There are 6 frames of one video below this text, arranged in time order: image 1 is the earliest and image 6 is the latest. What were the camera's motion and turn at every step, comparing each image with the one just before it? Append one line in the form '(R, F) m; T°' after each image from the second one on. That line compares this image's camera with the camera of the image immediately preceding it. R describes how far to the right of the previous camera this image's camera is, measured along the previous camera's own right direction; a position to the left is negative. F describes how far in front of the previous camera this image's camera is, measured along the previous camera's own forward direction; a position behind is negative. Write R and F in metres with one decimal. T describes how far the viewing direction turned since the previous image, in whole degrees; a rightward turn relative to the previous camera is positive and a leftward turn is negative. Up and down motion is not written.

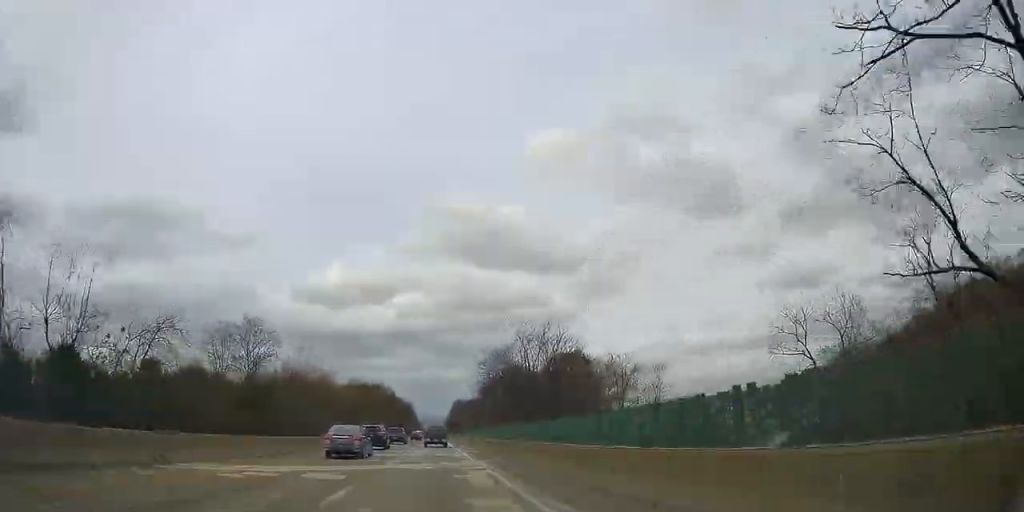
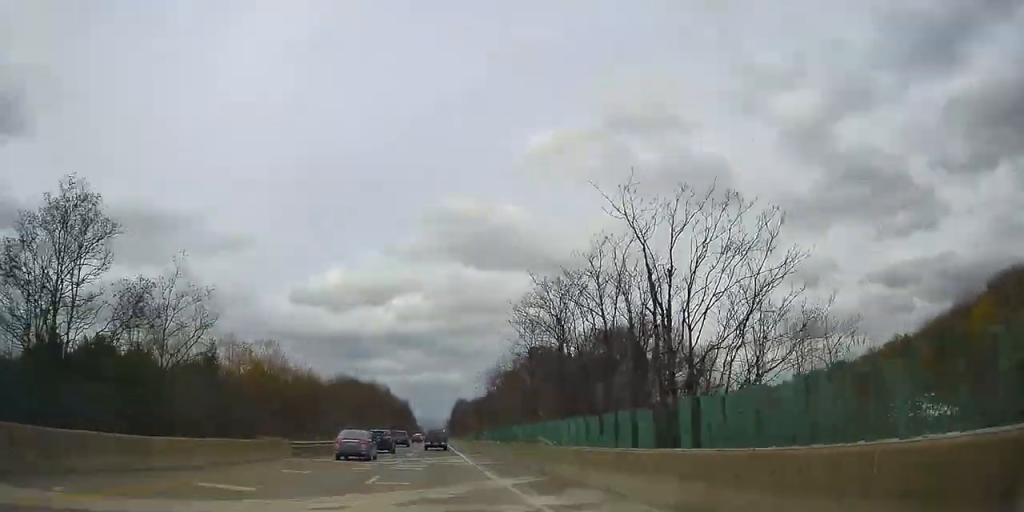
(-0.1, +31.5) m; 0°
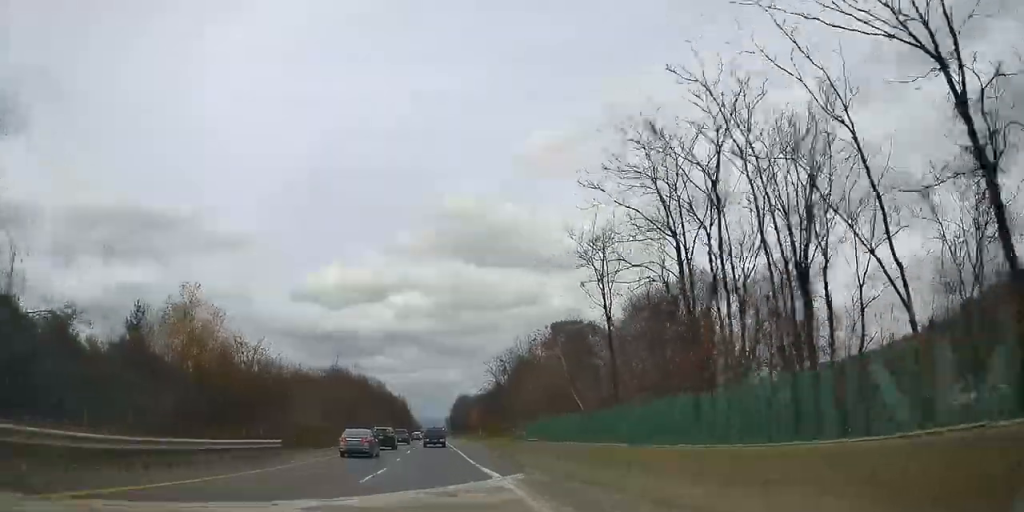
(0.0, +21.0) m; 0°
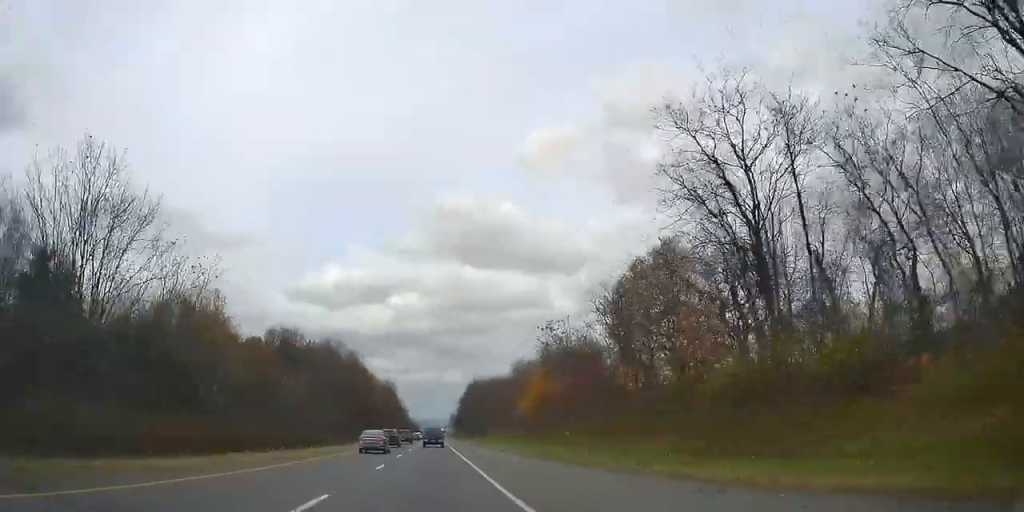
(+1.7, +93.7) m; +1°
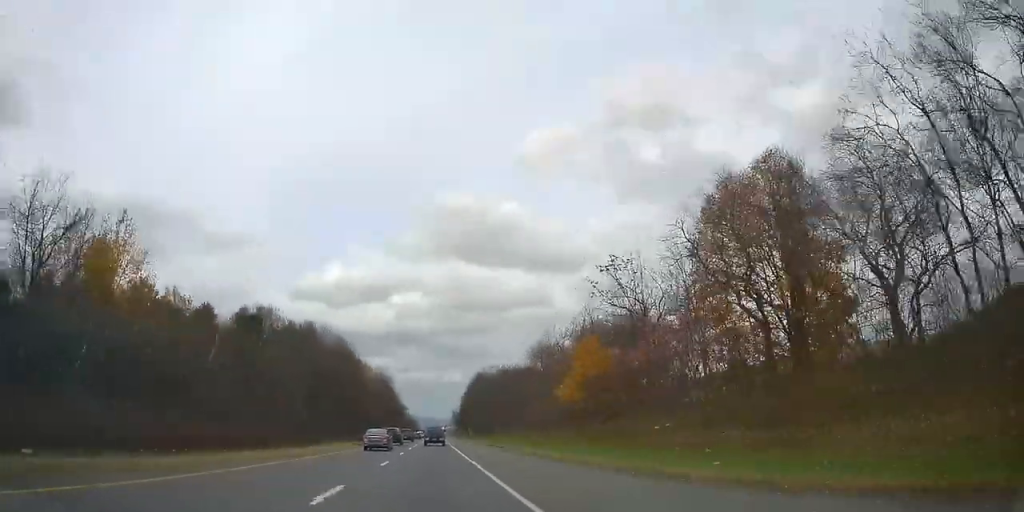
(-0.2, +22.8) m; 0°
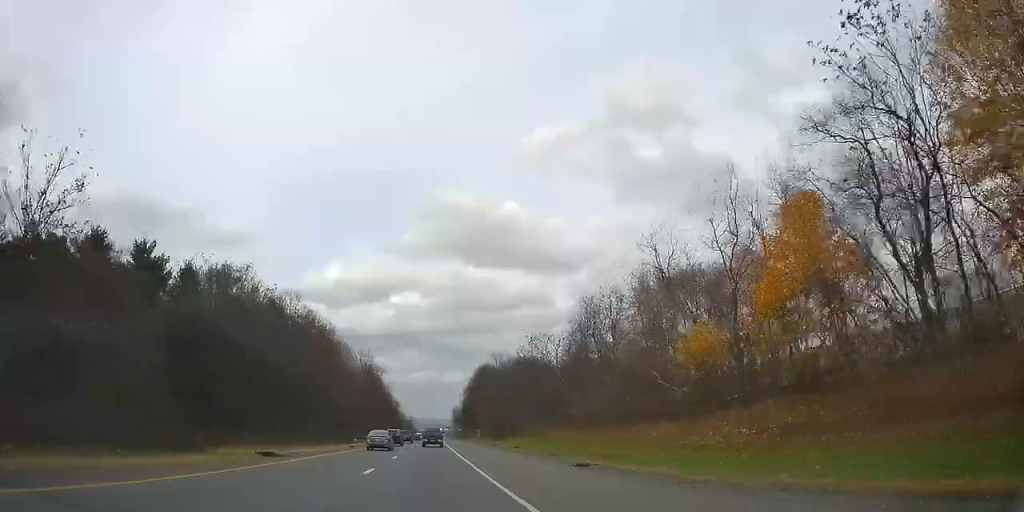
(0.0, +28.5) m; 0°
